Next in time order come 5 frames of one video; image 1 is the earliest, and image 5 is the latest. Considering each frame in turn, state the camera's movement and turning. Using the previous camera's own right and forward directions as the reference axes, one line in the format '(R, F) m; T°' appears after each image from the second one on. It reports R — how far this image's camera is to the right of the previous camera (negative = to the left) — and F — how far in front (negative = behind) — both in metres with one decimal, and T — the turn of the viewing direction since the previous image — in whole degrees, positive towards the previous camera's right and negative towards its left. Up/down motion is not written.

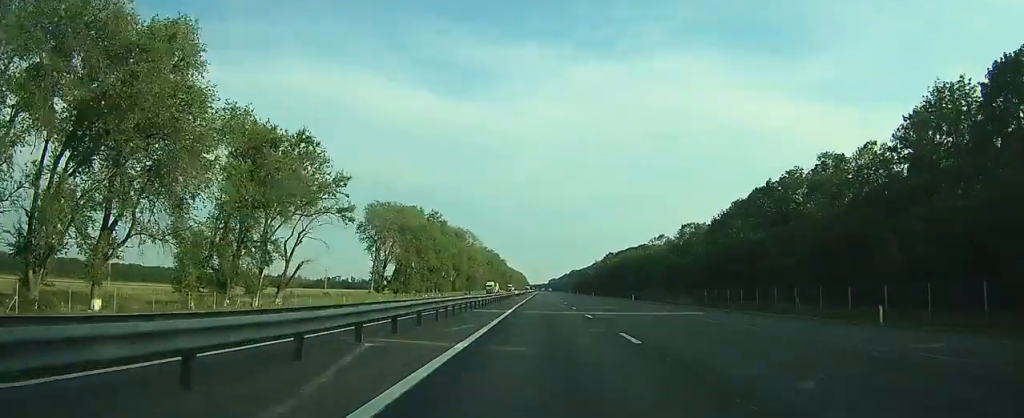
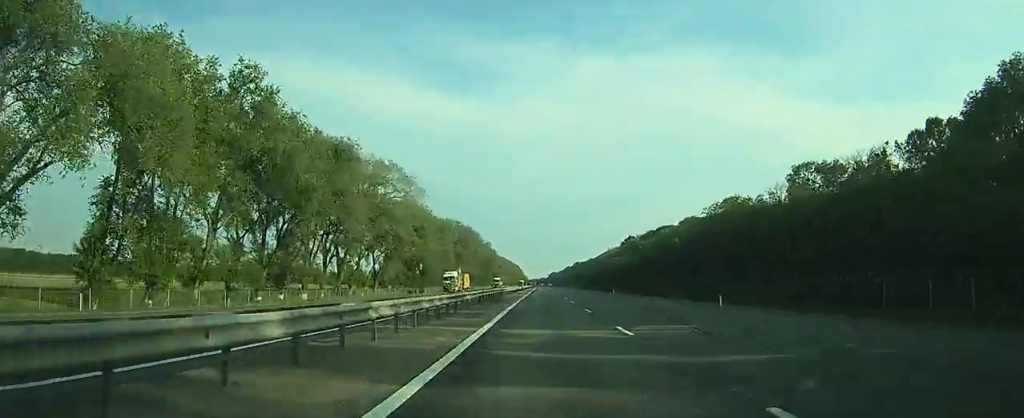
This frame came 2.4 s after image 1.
(-0.2, +75.5) m; 0°
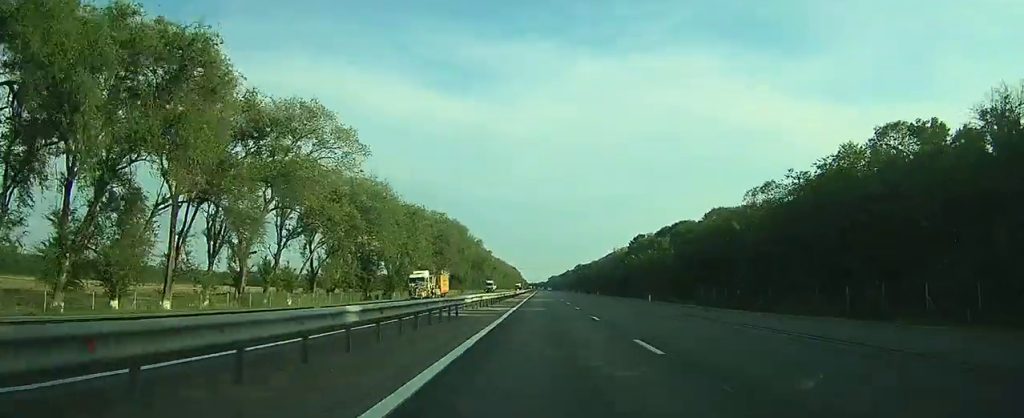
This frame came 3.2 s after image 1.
(0.0, +23.5) m; 0°
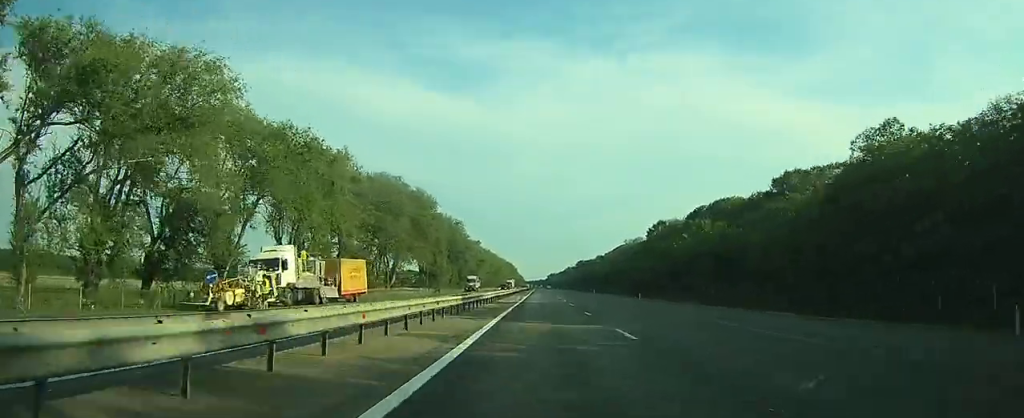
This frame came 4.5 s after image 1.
(0.0, +38.1) m; 0°
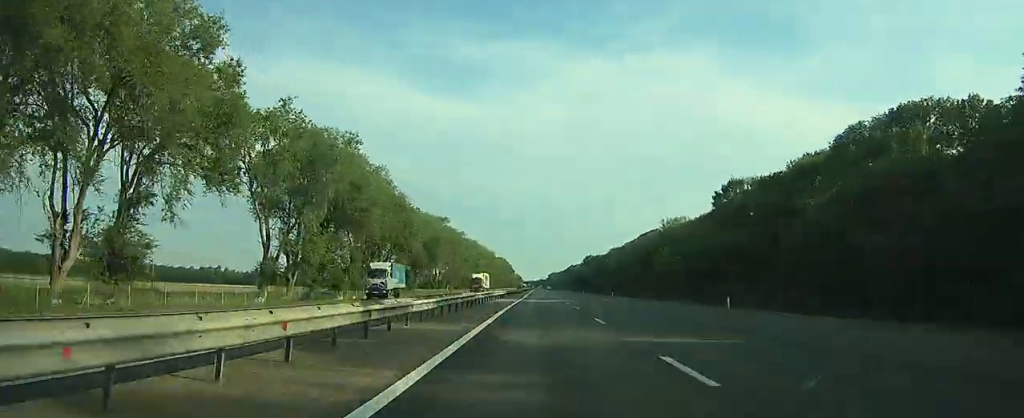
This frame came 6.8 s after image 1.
(0.0, +73.1) m; 0°
